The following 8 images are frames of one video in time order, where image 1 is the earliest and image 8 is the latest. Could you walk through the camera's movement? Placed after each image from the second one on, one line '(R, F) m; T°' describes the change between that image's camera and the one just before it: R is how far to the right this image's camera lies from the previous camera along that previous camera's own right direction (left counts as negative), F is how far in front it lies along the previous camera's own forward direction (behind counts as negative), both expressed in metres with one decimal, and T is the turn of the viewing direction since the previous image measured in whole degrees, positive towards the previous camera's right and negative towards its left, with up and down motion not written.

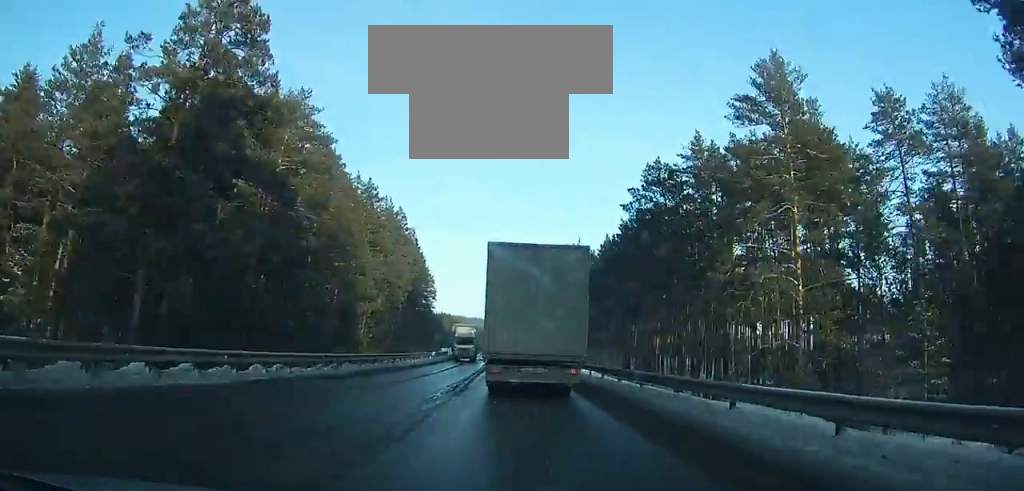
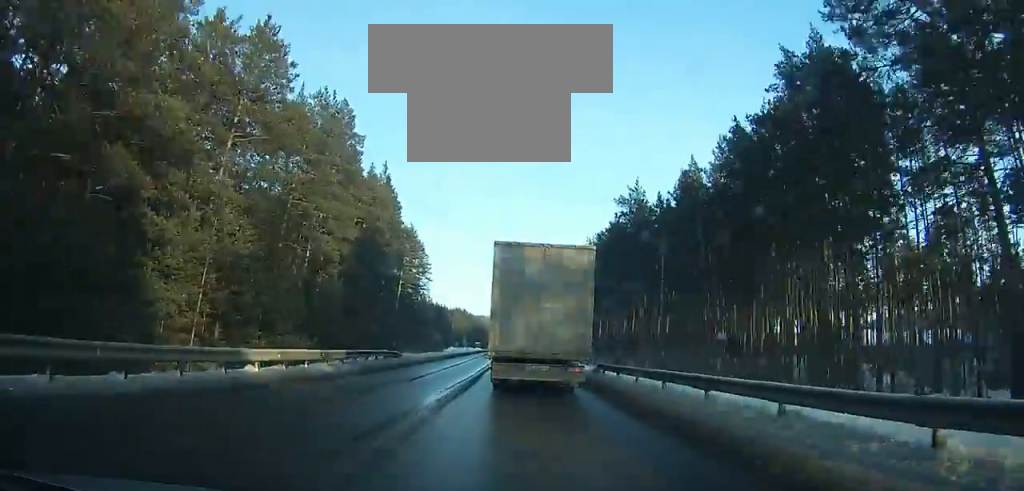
(-1.1, +43.9) m; -2°
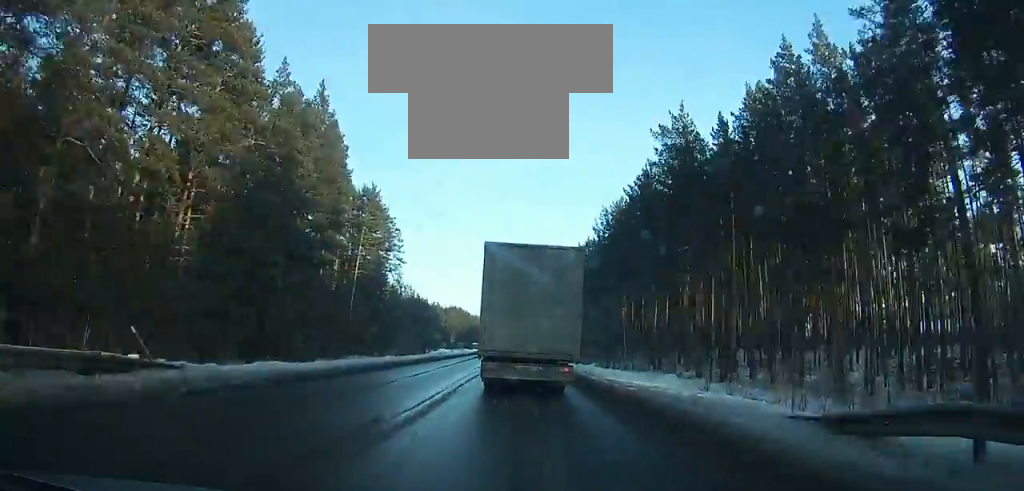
(-0.5, +27.1) m; -1°
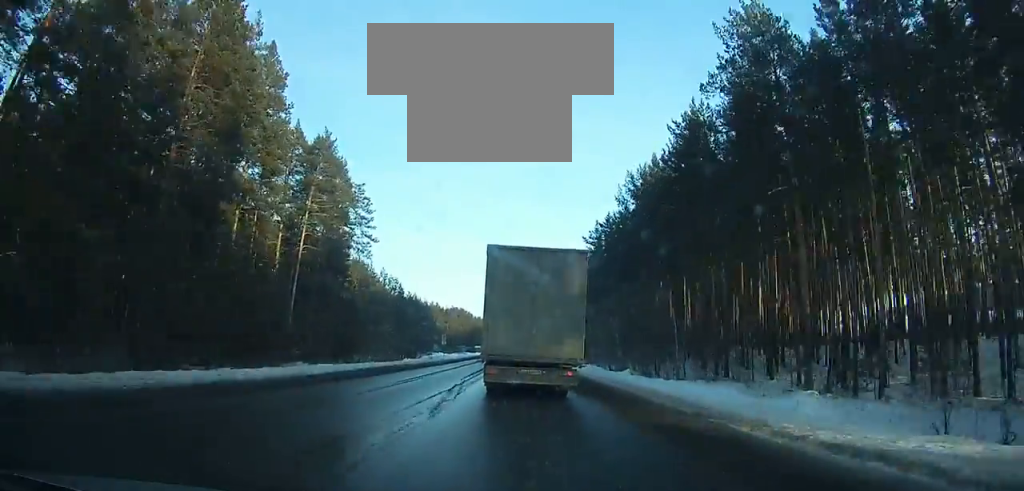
(-0.1, +20.7) m; 0°
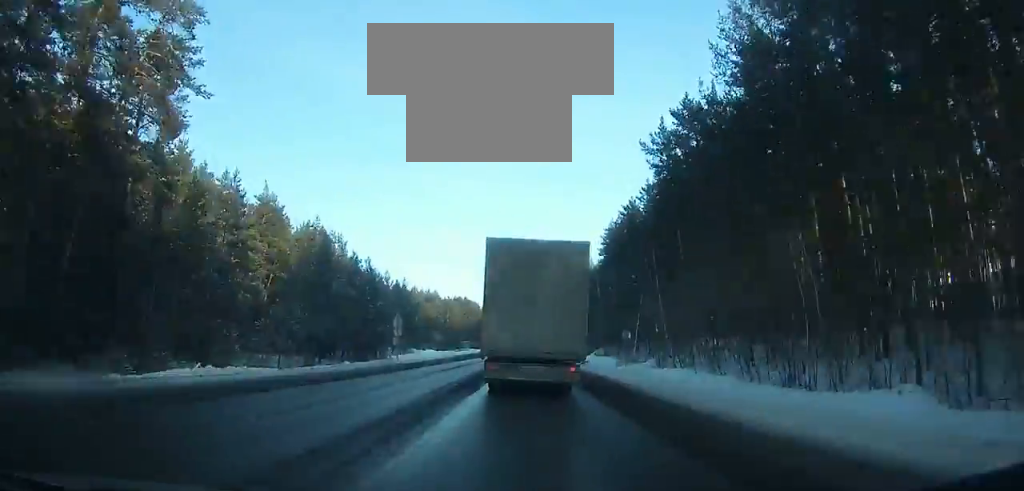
(-0.1, +39.5) m; 0°
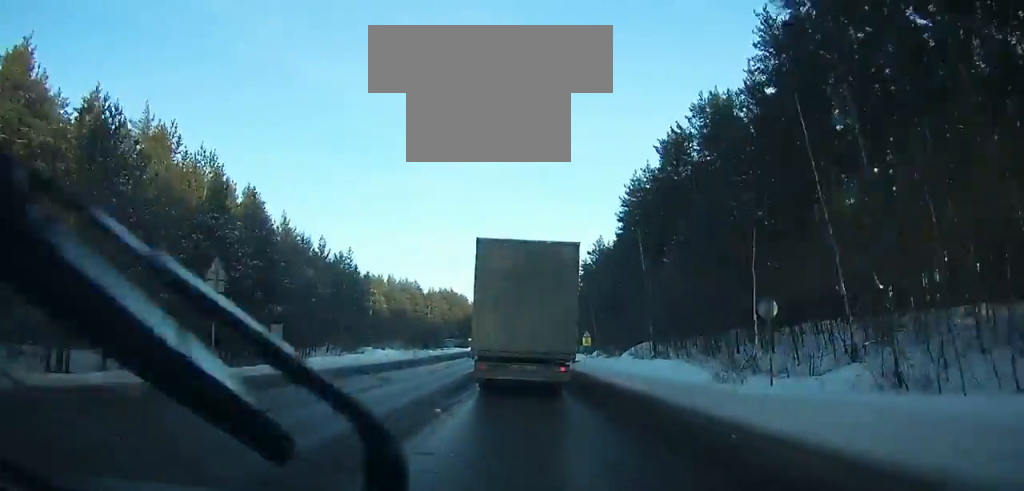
(-0.1, +28.9) m; 0°
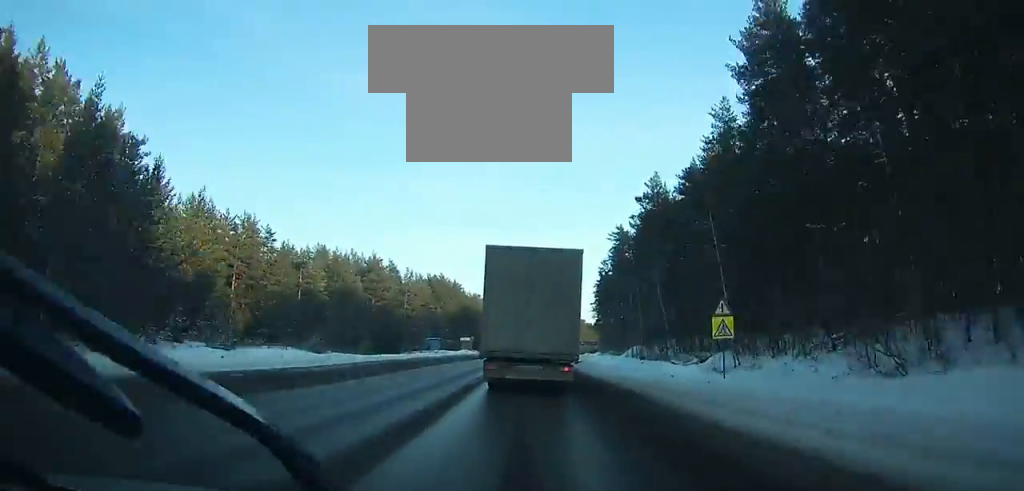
(-0.3, +46.0) m; 0°
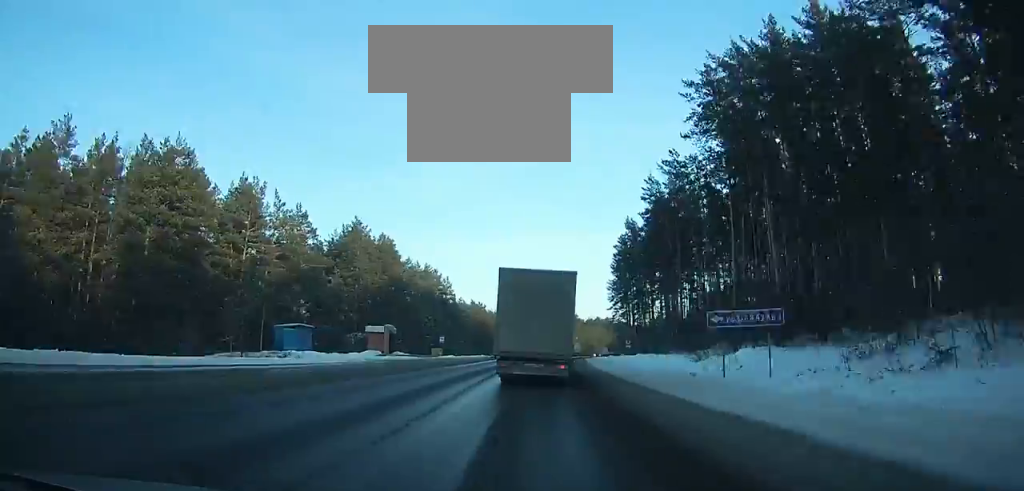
(+0.6, +69.1) m; +2°
